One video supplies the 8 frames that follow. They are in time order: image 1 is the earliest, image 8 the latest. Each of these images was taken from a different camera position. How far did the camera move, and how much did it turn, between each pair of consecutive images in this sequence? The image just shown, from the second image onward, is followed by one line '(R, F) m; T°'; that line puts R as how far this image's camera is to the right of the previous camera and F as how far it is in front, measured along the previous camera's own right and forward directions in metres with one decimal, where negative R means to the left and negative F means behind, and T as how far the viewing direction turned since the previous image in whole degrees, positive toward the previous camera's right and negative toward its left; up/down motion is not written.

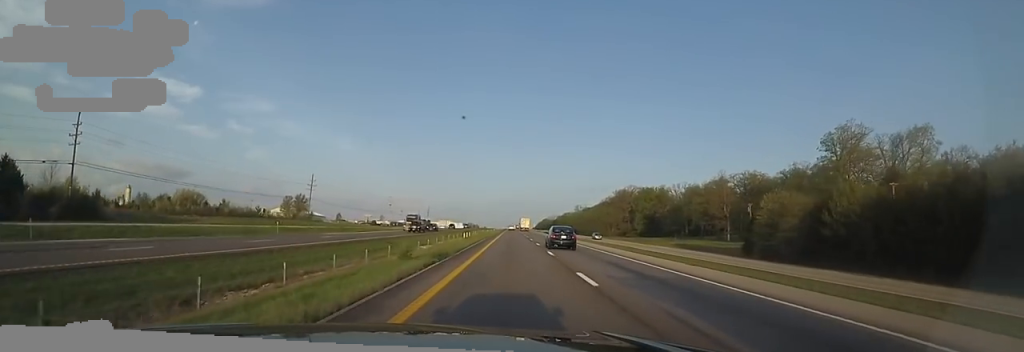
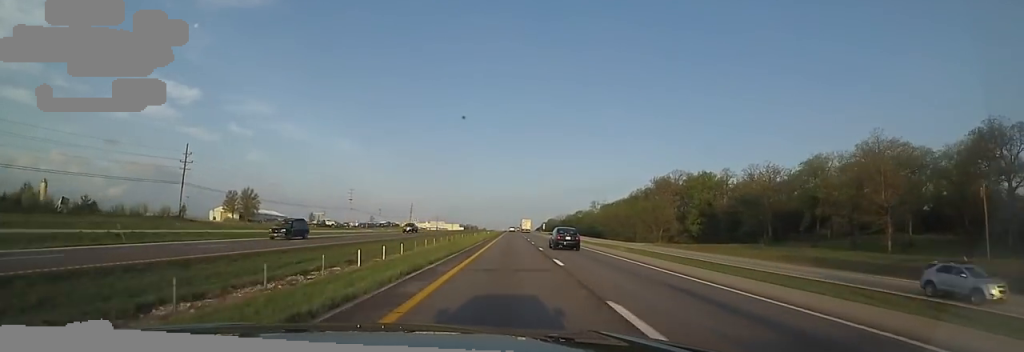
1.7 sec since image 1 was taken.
(-0.3, +53.9) m; +1°
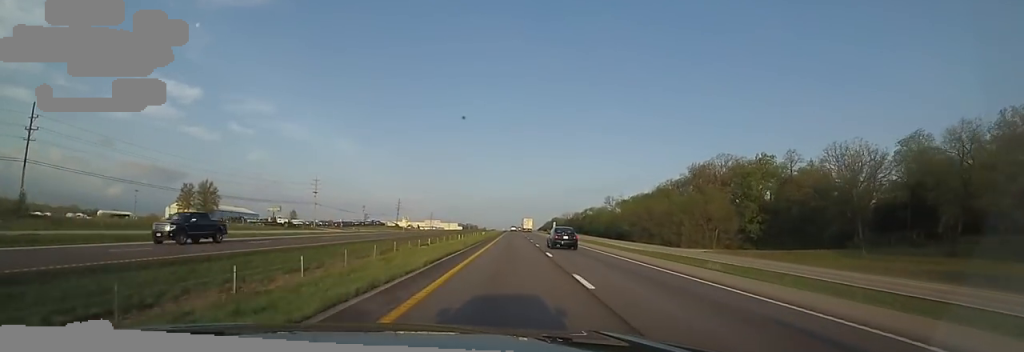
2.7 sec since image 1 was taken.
(+0.1, +31.5) m; -1°
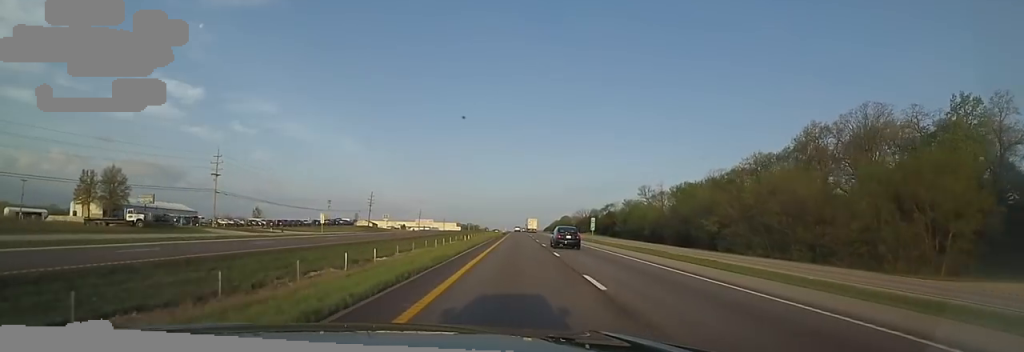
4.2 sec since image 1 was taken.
(-0.8, +49.1) m; +1°
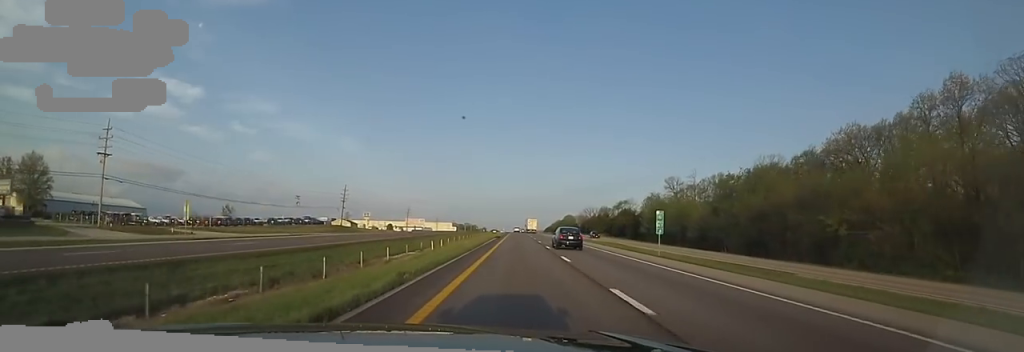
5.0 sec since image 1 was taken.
(+0.7, +26.6) m; +1°
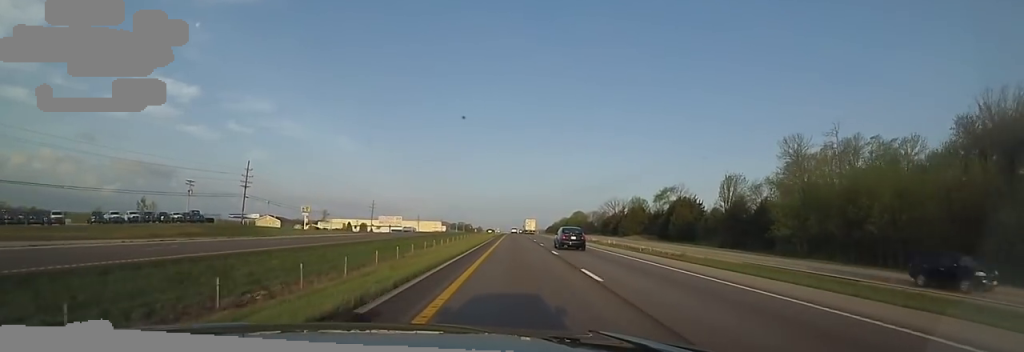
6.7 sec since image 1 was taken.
(-1.1, +55.5) m; -1°
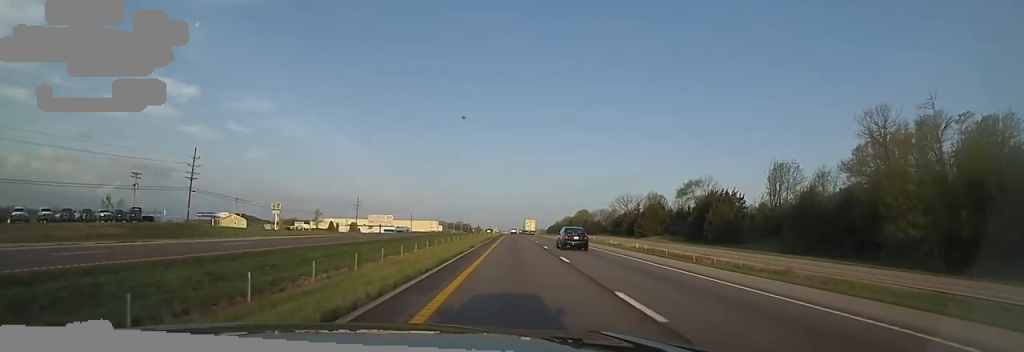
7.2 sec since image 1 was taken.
(-0.4, +17.8) m; 0°
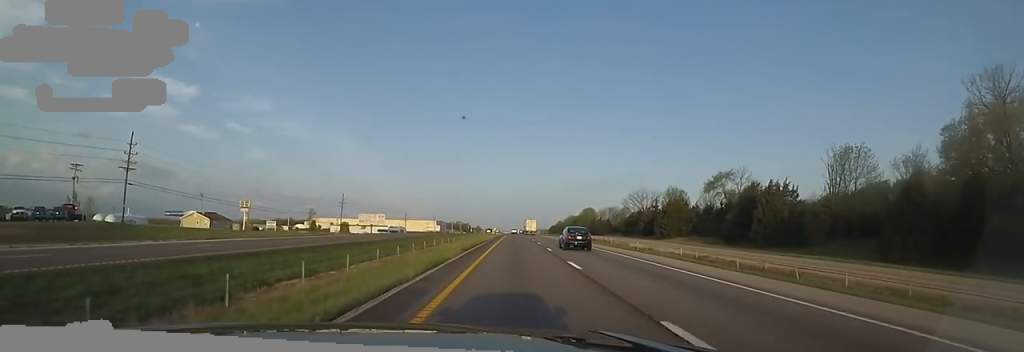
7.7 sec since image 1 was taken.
(+0.5, +15.9) m; 0°
